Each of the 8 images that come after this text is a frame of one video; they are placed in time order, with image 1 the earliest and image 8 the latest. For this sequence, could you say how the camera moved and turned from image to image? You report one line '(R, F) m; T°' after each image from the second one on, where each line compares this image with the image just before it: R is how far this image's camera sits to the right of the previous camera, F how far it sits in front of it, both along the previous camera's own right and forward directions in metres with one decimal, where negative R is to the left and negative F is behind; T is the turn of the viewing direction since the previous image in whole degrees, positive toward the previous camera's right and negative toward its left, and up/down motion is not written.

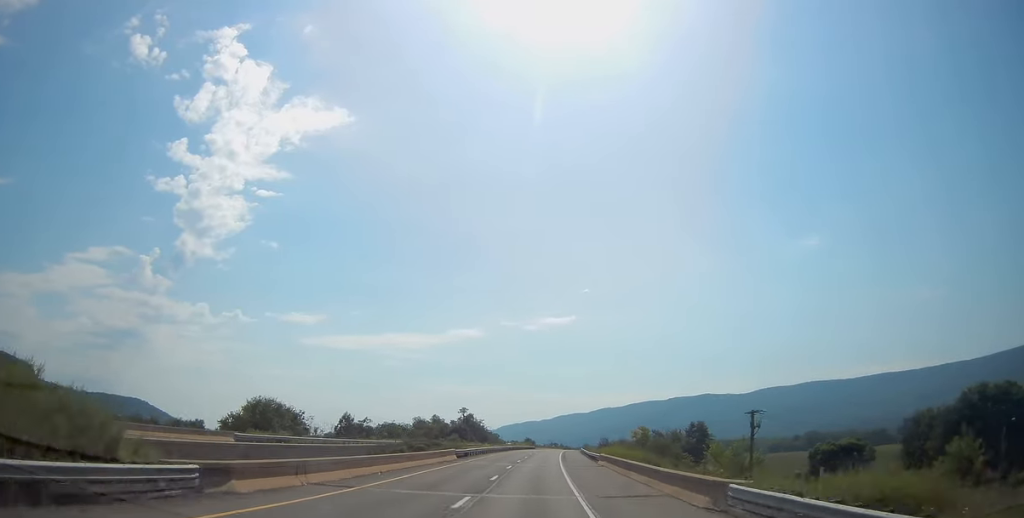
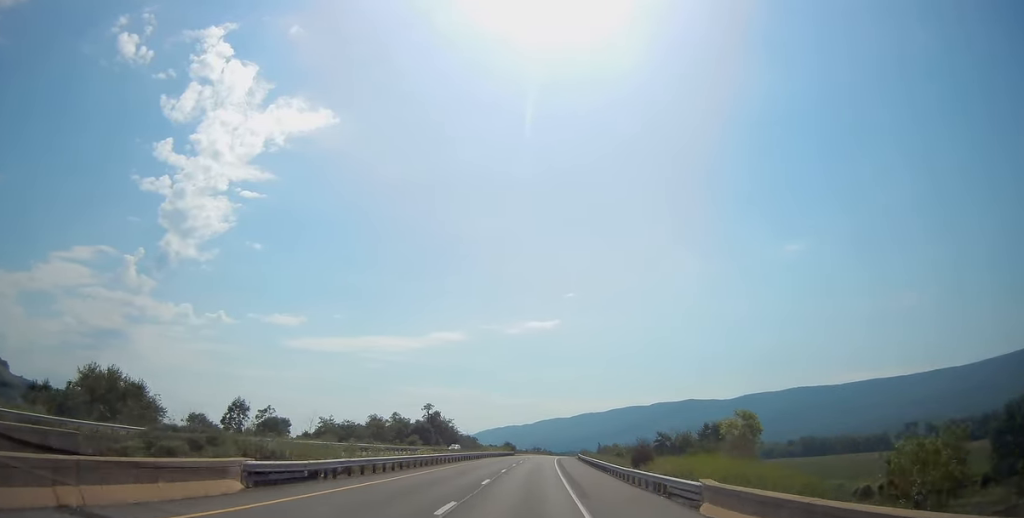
(+0.1, +37.8) m; +1°
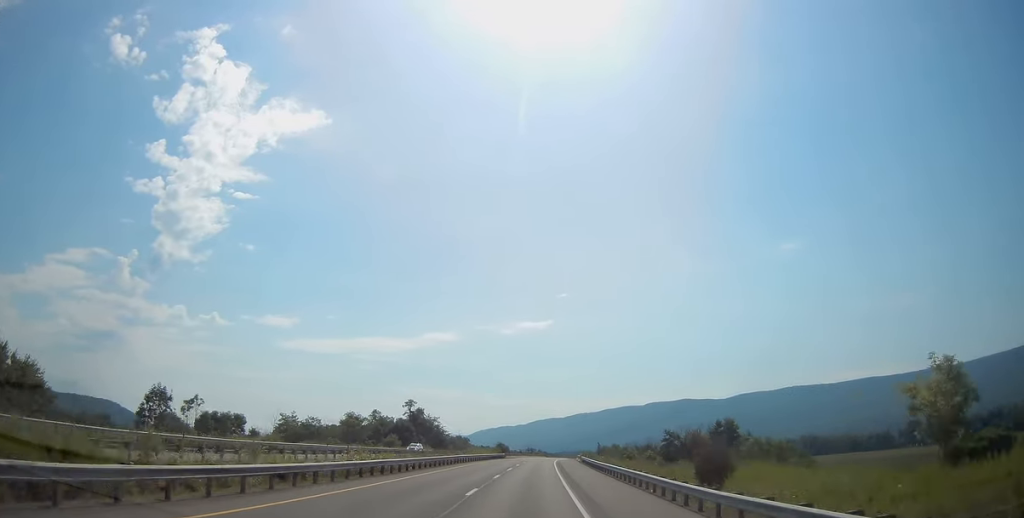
(+0.3, +17.6) m; +1°
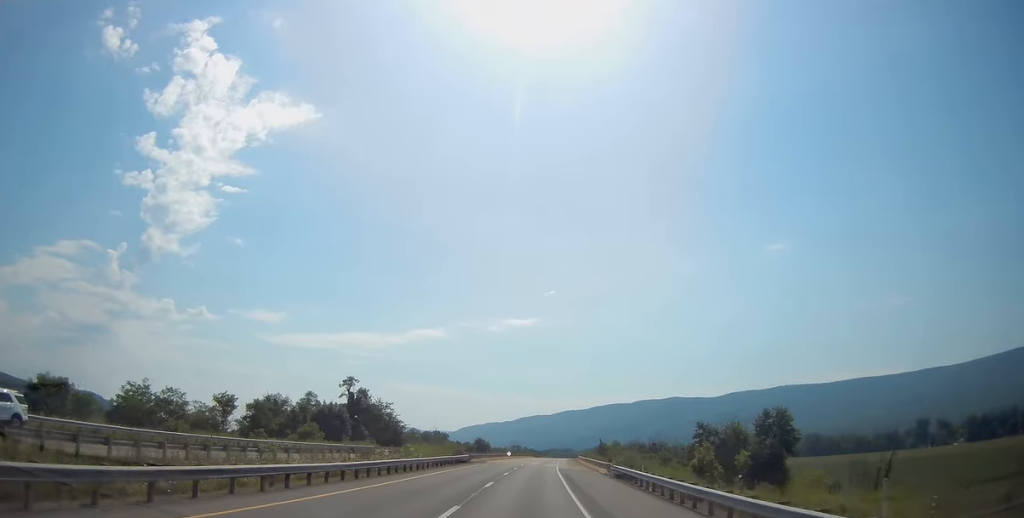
(+0.2, +42.8) m; 0°
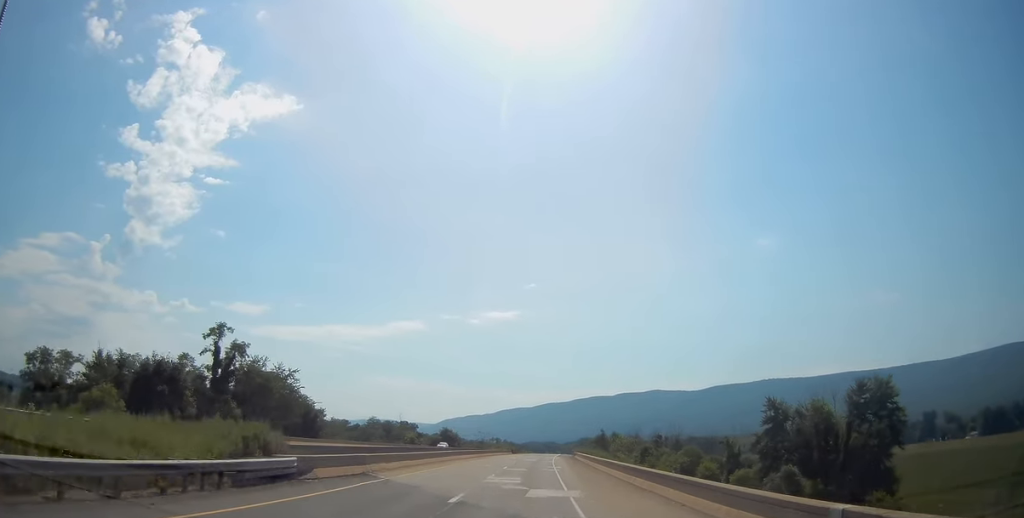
(+0.6, +44.2) m; +3°
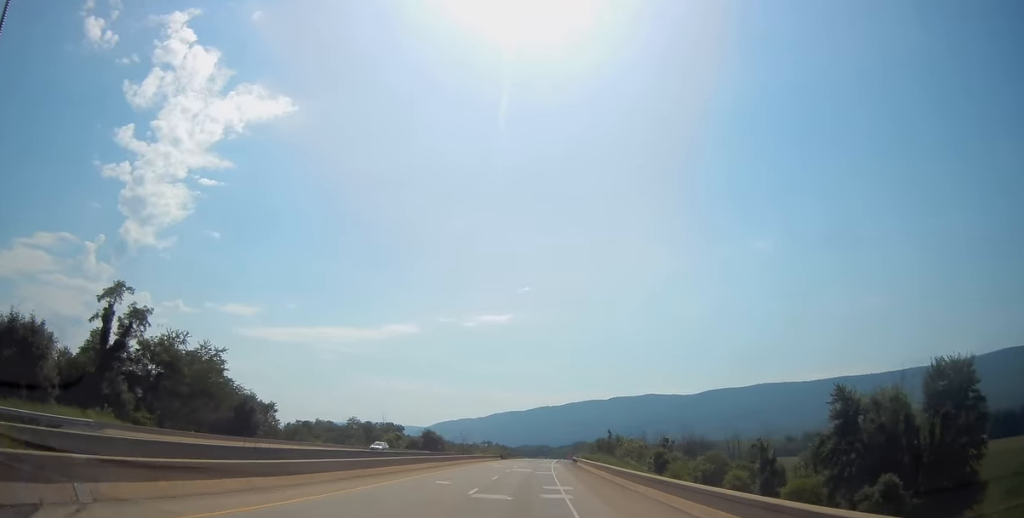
(+0.3, +19.9) m; +1°
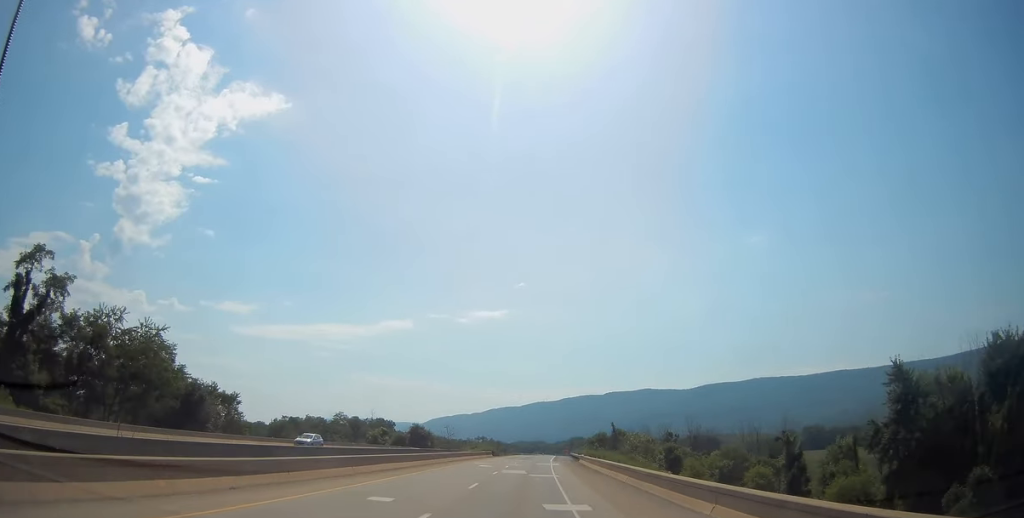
(0.0, +11.2) m; 0°
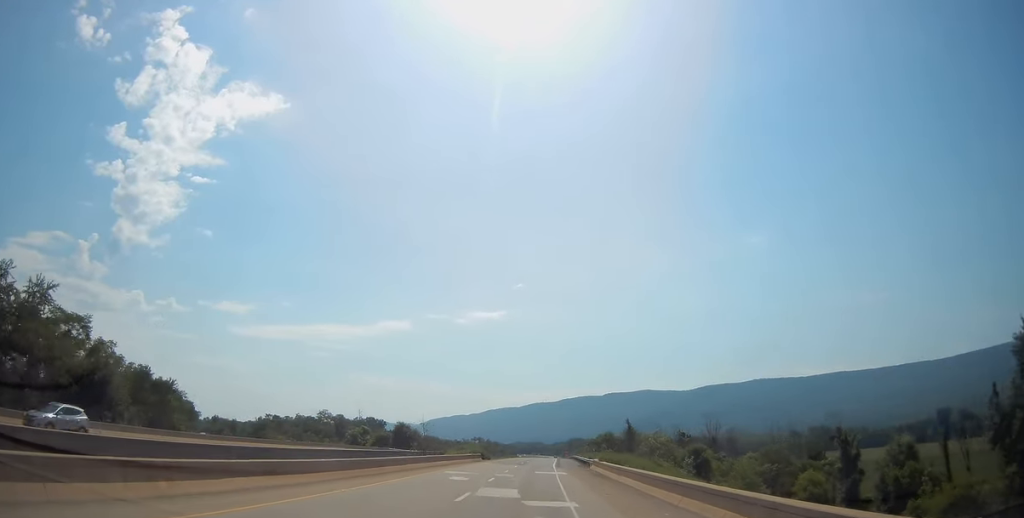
(0.0, +16.3) m; 0°
